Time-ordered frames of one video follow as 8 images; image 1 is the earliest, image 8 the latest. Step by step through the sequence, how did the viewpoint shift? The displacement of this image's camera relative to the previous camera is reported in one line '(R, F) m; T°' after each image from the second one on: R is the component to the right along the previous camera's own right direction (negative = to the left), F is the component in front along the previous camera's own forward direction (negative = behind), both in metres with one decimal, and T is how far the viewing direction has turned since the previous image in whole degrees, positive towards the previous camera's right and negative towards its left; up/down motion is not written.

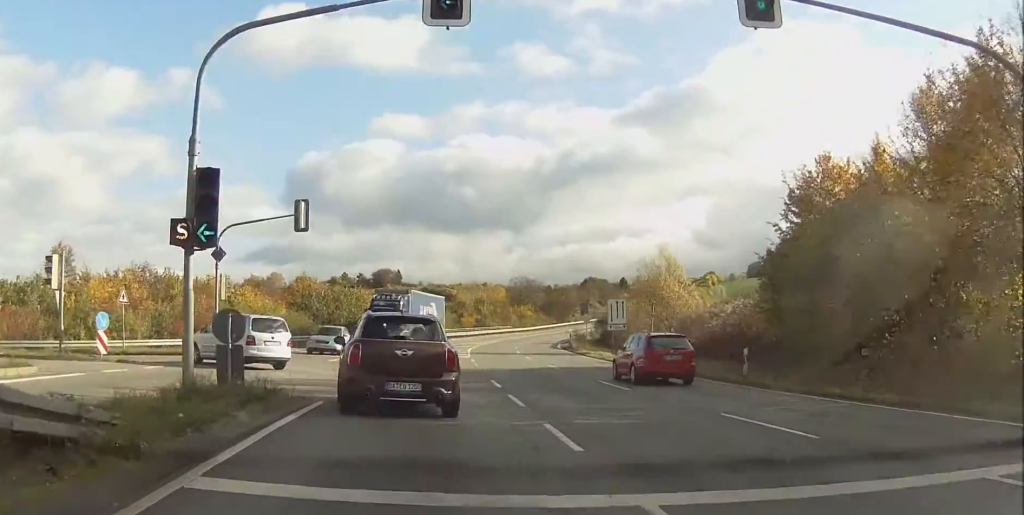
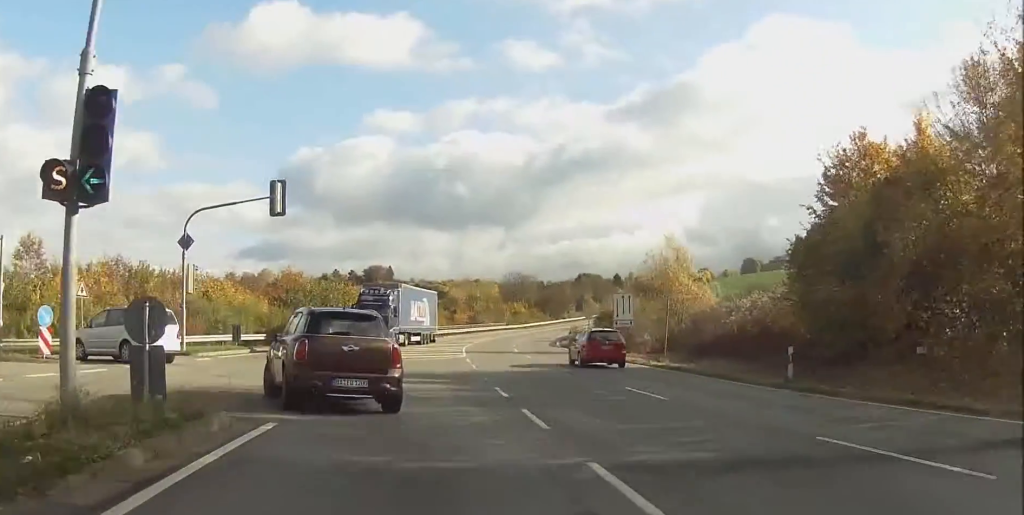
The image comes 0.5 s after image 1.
(+0.4, +3.5) m; -3°
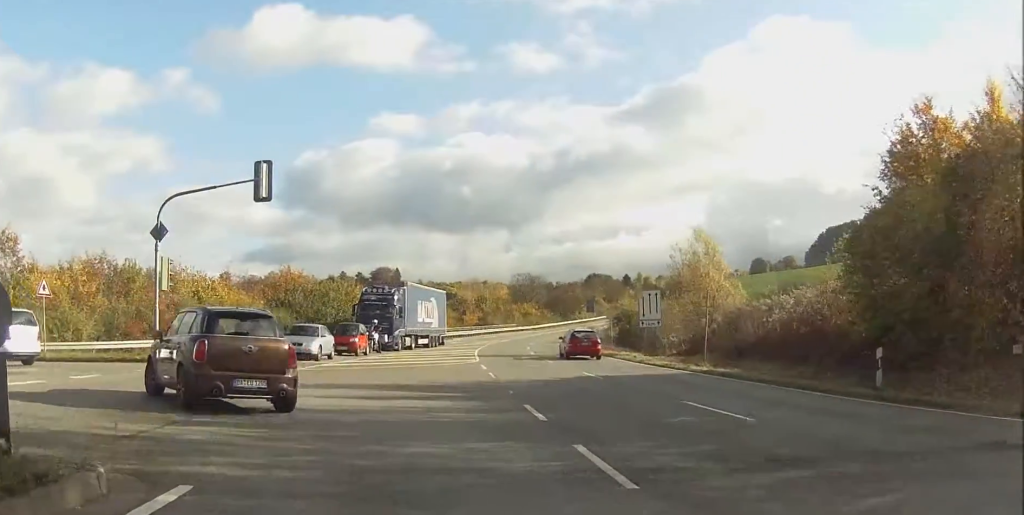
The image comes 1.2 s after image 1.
(0.0, +4.1) m; -8°
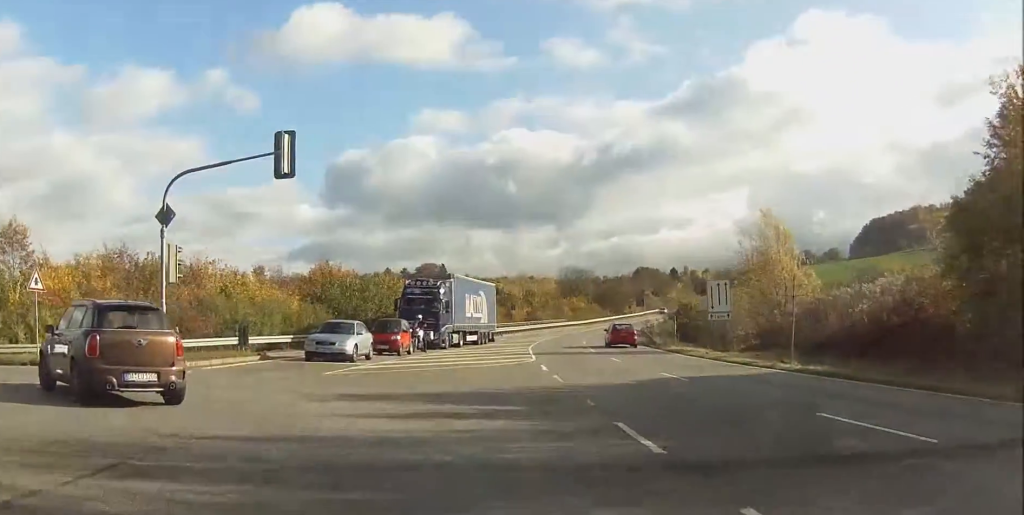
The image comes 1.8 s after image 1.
(-0.3, +3.8) m; -13°
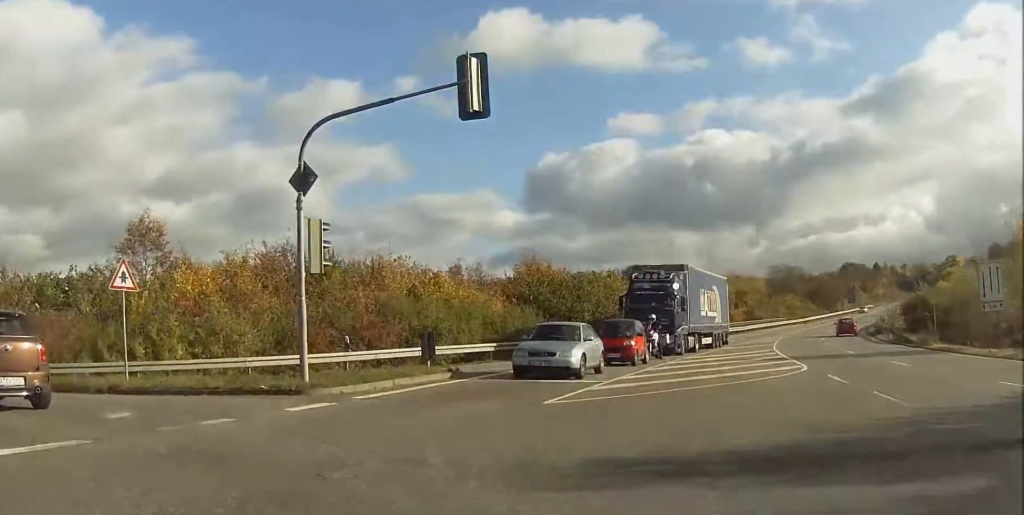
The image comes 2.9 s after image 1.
(-1.4, +6.6) m; -15°
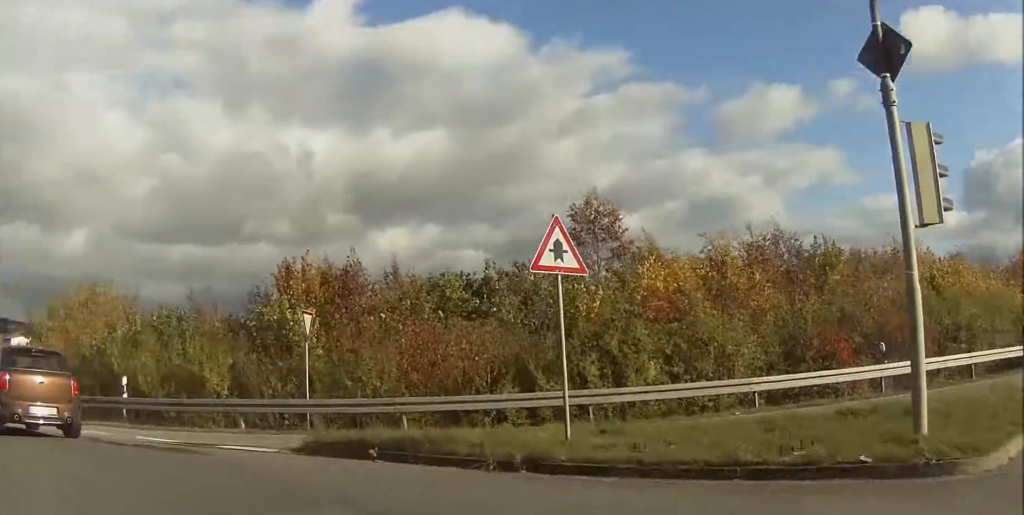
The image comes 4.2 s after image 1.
(-0.6, +7.1) m; -18°
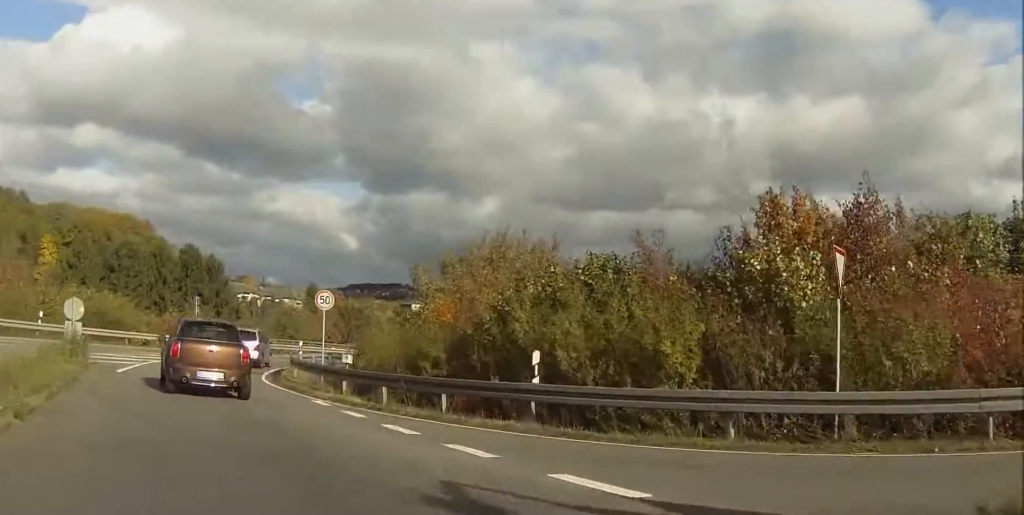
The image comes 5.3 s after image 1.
(-1.4, +6.1) m; -21°
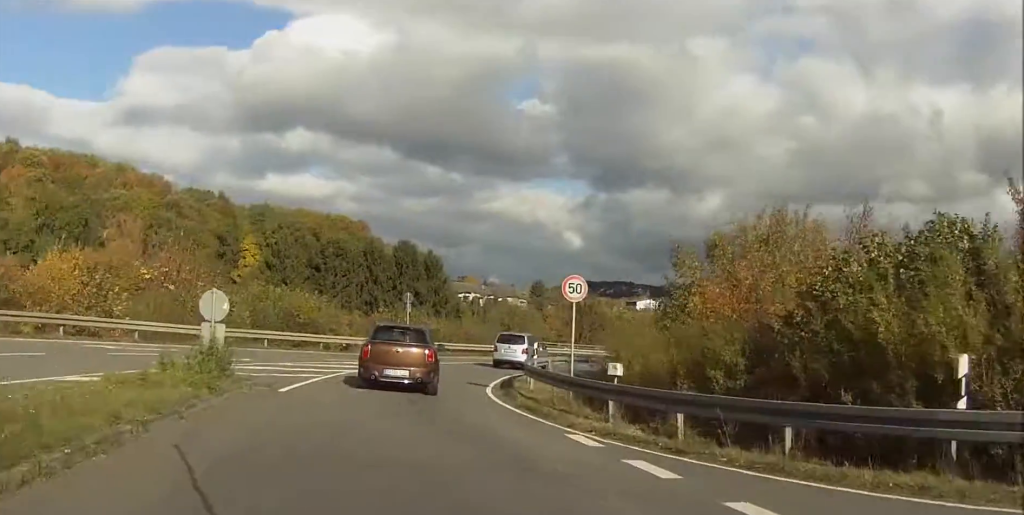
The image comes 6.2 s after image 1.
(-0.7, +6.4) m; -8°
